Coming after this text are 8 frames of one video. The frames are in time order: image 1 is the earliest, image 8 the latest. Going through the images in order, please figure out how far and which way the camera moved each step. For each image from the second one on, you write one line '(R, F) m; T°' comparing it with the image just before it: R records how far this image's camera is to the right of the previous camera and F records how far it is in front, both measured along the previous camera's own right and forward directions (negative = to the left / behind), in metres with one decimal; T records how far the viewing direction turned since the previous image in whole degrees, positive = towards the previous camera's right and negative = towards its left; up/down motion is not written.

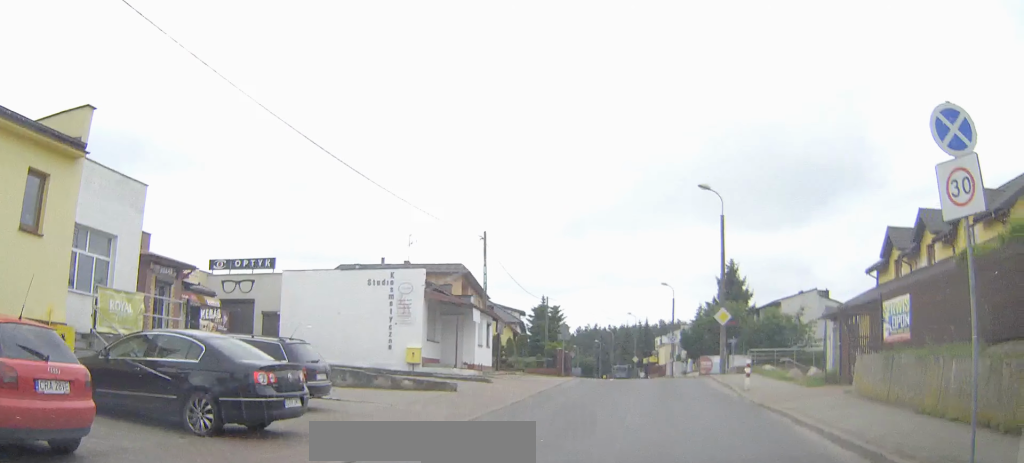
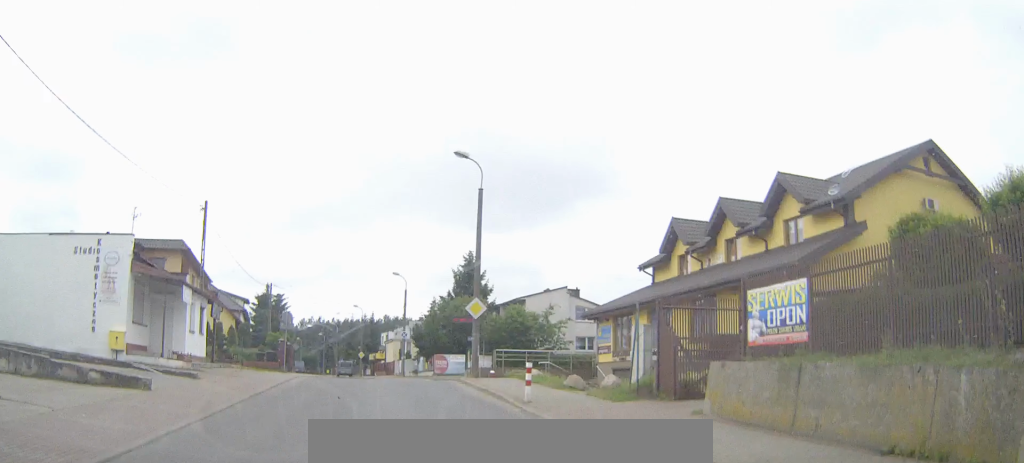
(+0.6, +4.8) m; +13°
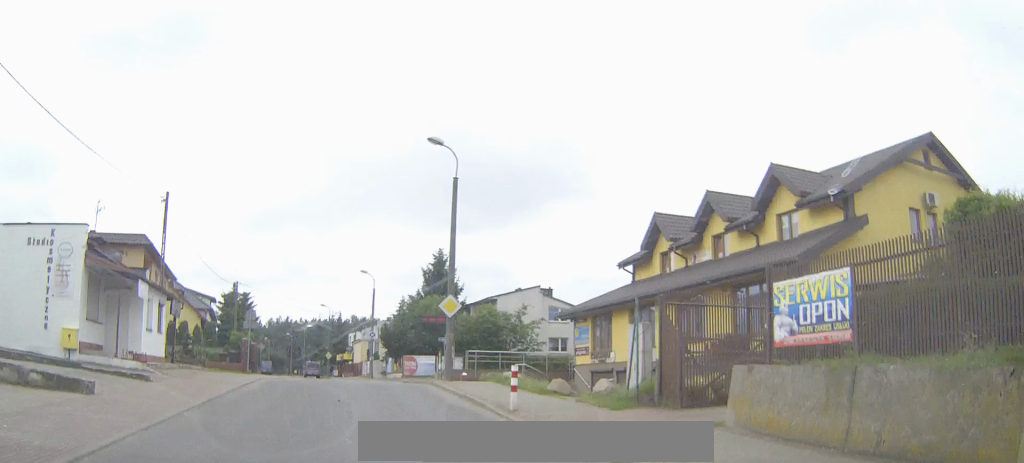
(+0.1, +1.9) m; +2°
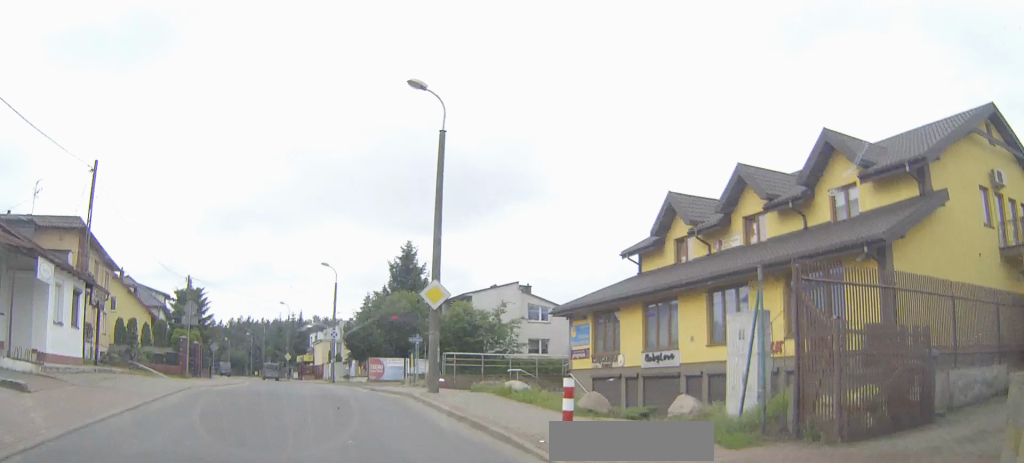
(+0.3, +6.1) m; +3°
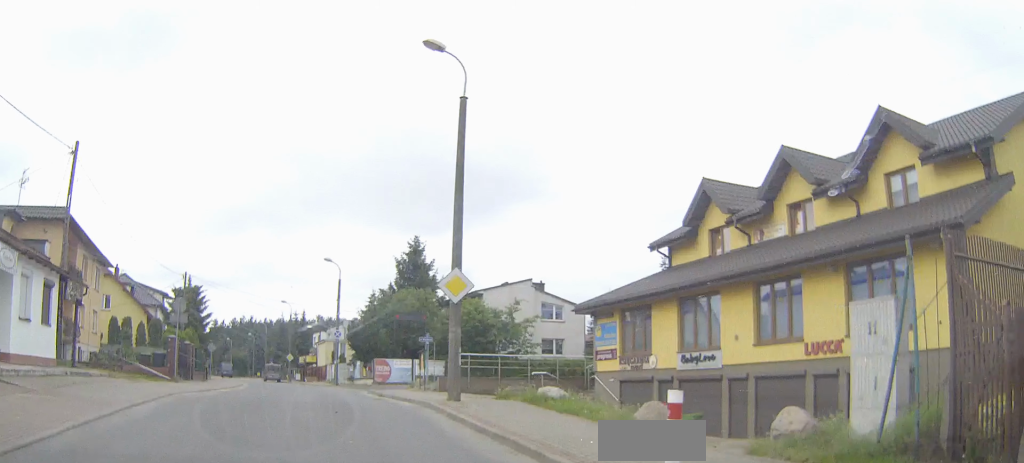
(0.0, +2.7) m; 0°
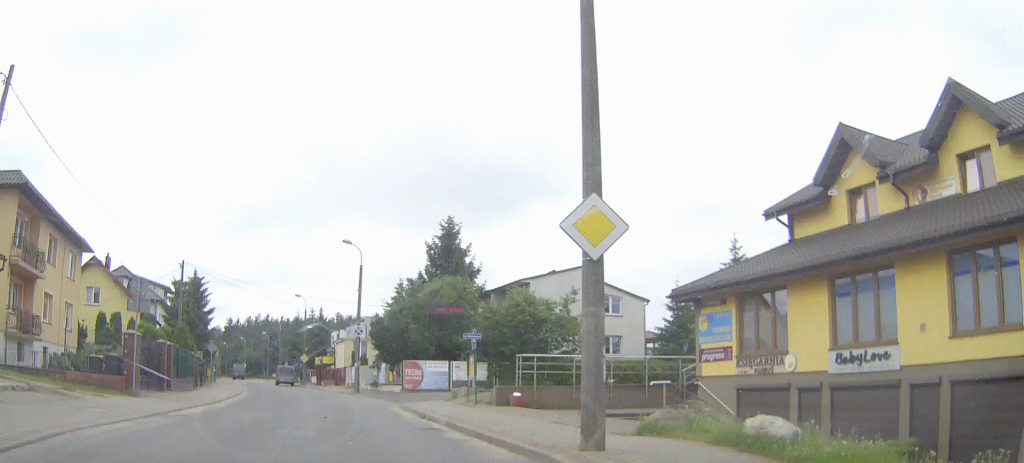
(-0.2, +8.7) m; -2°
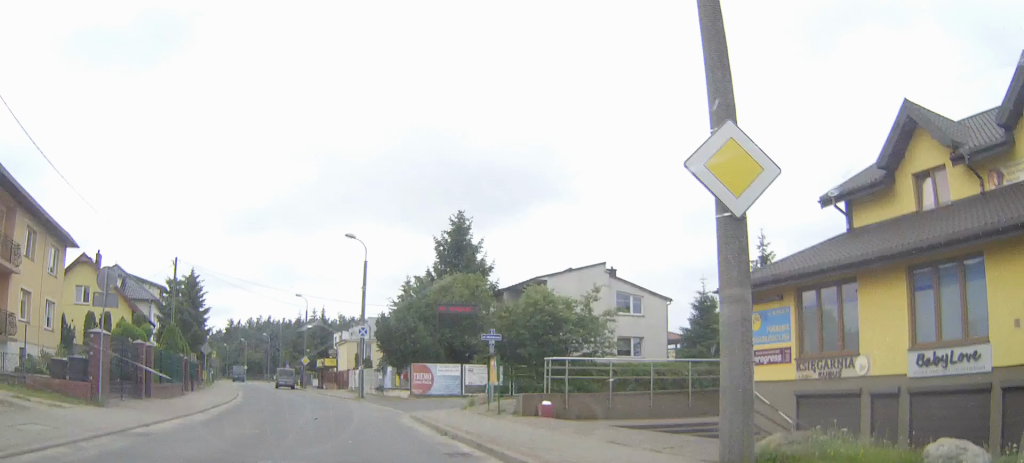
(0.0, +3.6) m; 0°
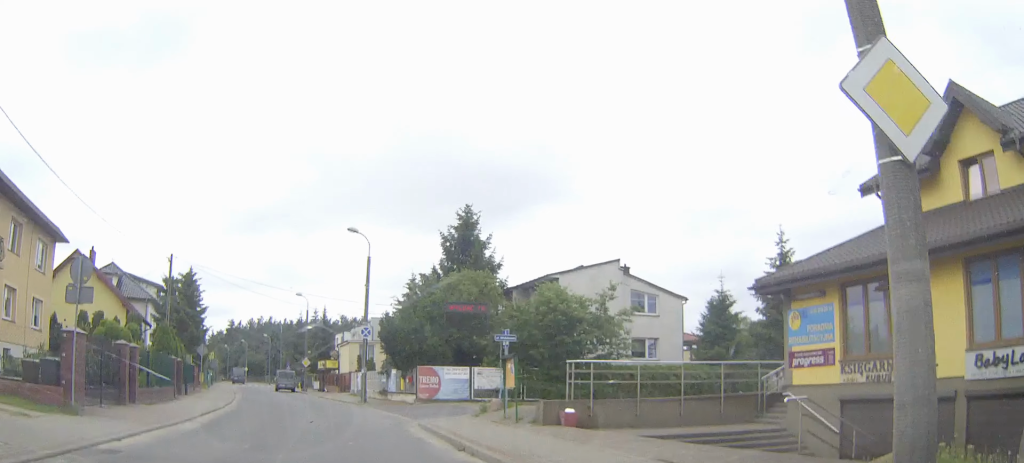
(0.0, +2.4) m; 0°
